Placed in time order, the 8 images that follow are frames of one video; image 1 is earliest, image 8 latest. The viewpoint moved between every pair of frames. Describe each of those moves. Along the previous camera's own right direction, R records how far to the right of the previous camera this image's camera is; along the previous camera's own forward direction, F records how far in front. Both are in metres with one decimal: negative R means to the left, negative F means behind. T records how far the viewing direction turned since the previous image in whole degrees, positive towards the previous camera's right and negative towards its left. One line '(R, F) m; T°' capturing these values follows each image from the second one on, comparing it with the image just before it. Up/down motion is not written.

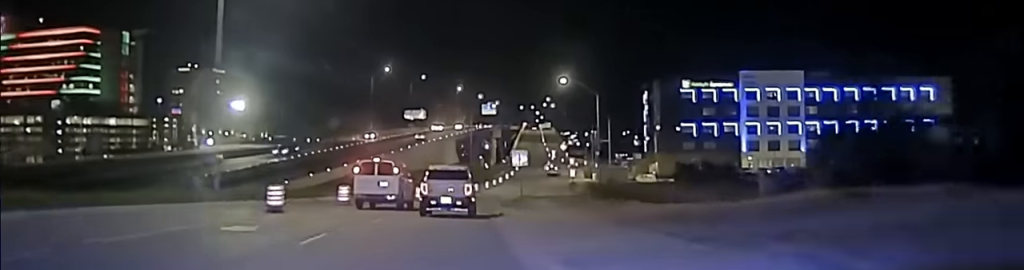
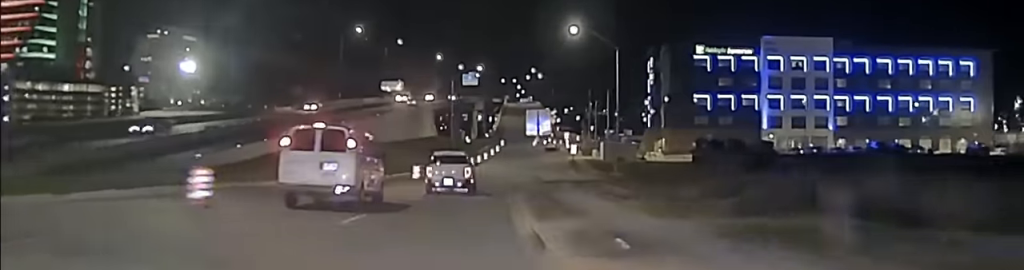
(+0.2, +24.3) m; +2°
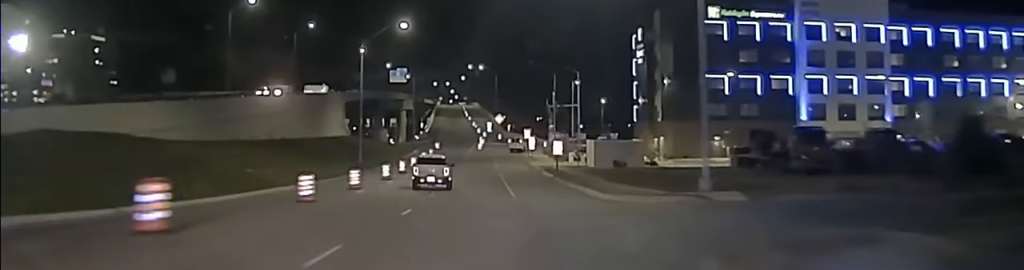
(+1.5, +44.4) m; +2°
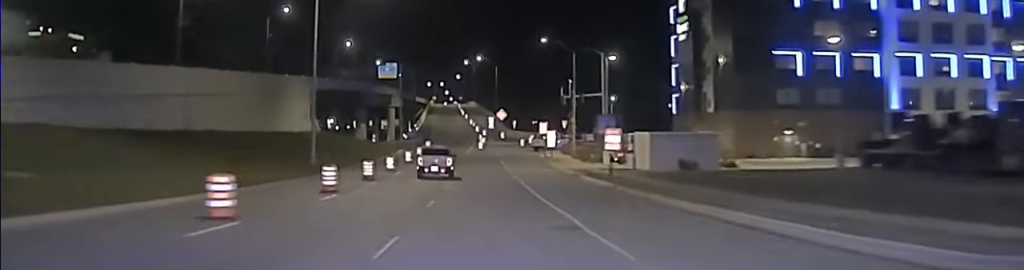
(0.0, +25.2) m; 0°
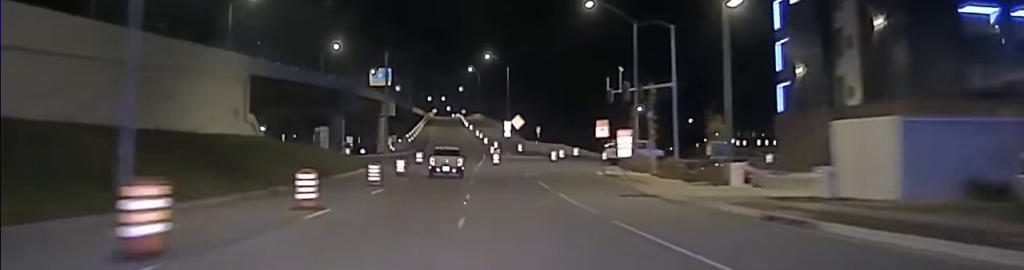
(0.0, +32.6) m; 0°
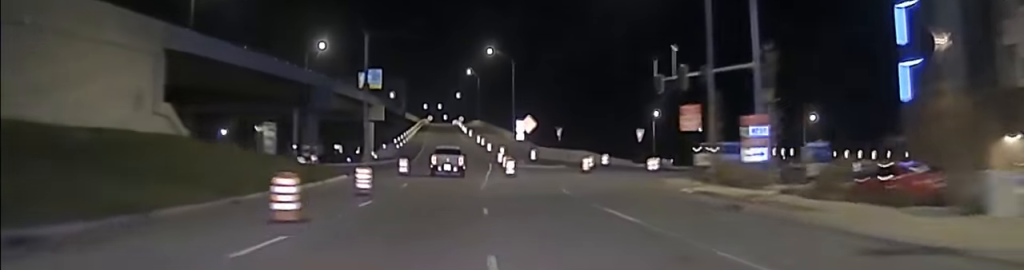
(0.0, +20.1) m; 0°
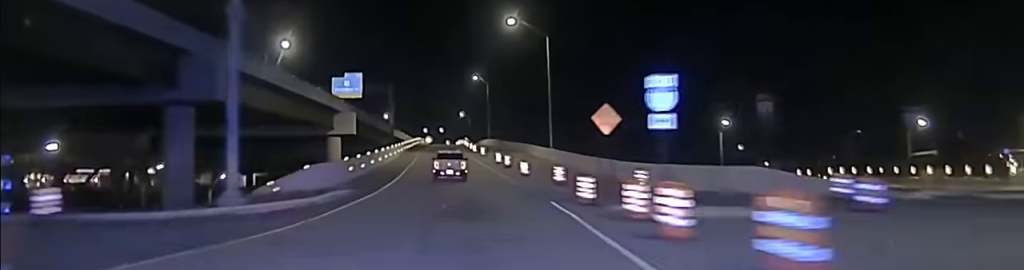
(0.0, +46.4) m; -1°
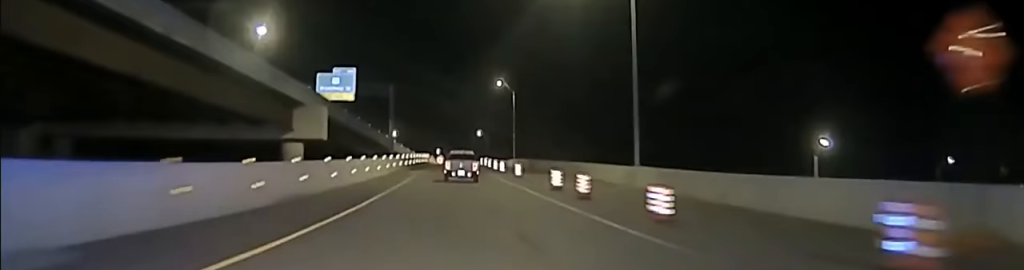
(-0.3, +34.4) m; -1°
